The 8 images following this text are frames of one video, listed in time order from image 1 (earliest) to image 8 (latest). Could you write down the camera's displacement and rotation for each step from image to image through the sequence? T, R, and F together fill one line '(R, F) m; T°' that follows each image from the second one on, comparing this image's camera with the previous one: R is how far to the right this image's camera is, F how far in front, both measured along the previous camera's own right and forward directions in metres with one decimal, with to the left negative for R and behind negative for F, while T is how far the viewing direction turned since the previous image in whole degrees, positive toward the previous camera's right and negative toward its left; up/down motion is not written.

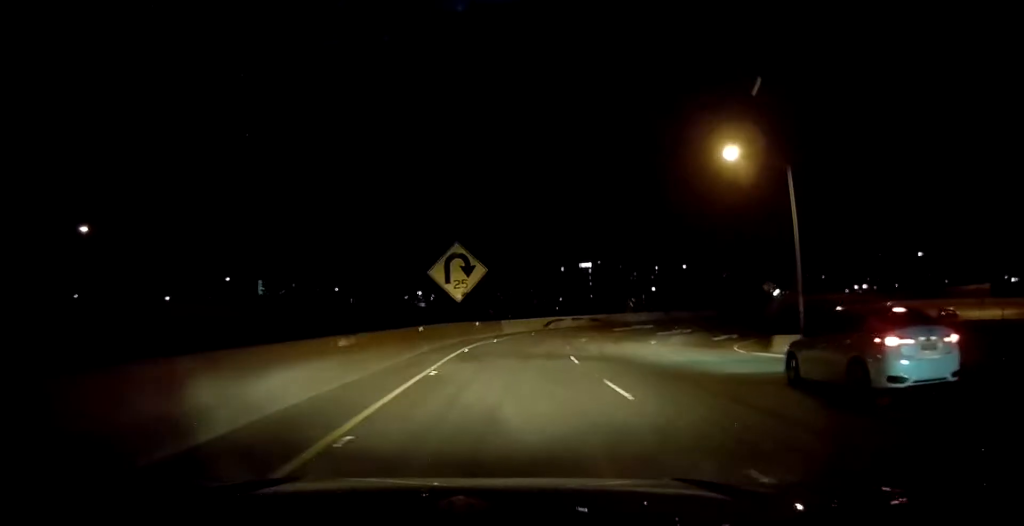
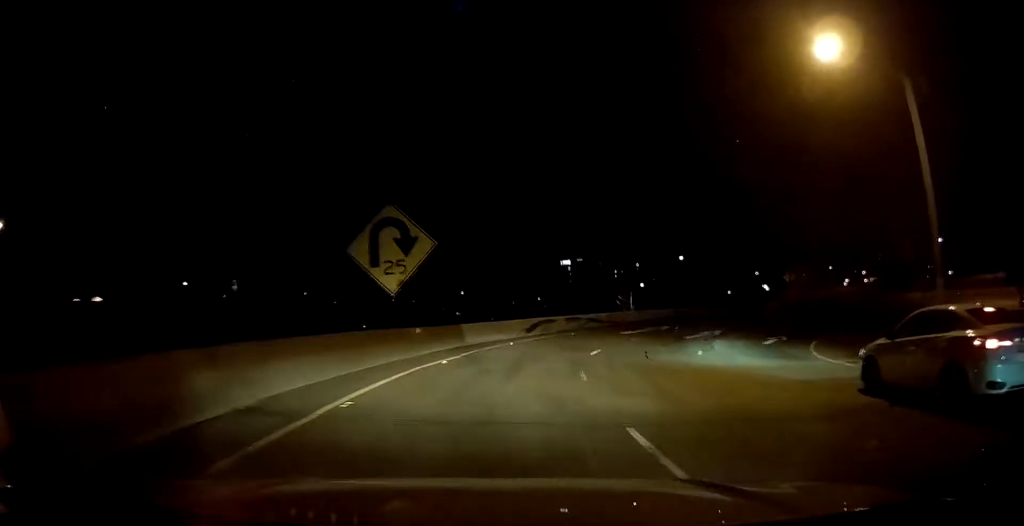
(+0.3, +12.7) m; +2°
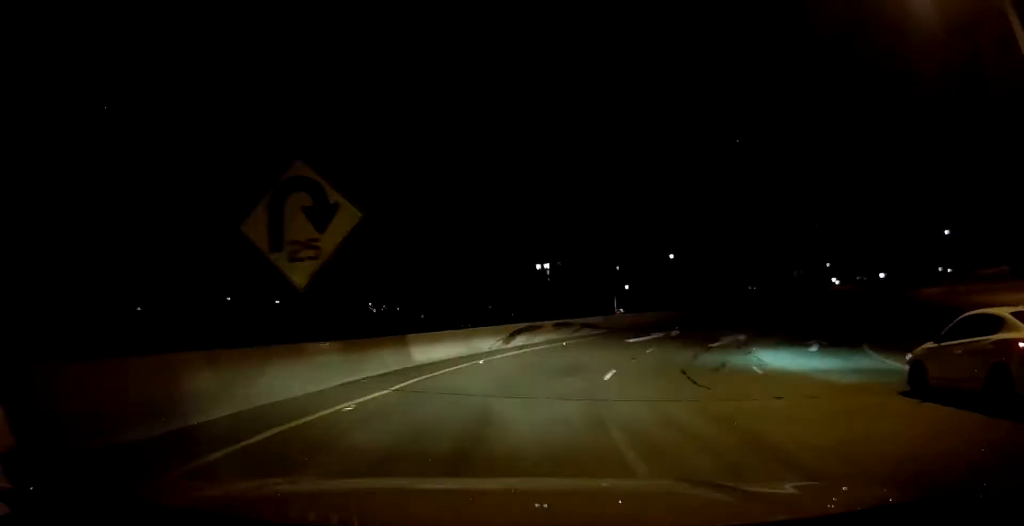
(+0.1, +7.0) m; +2°
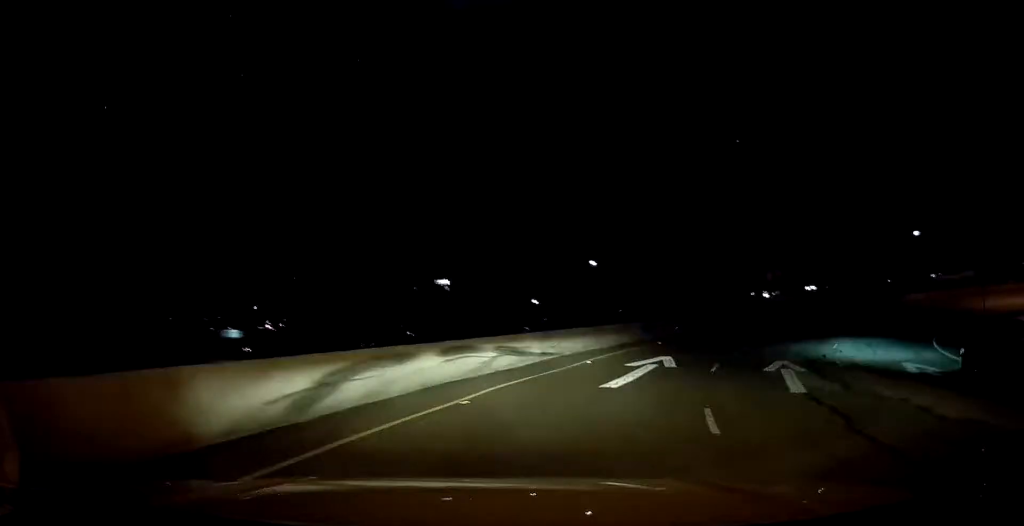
(+0.5, +13.9) m; +8°
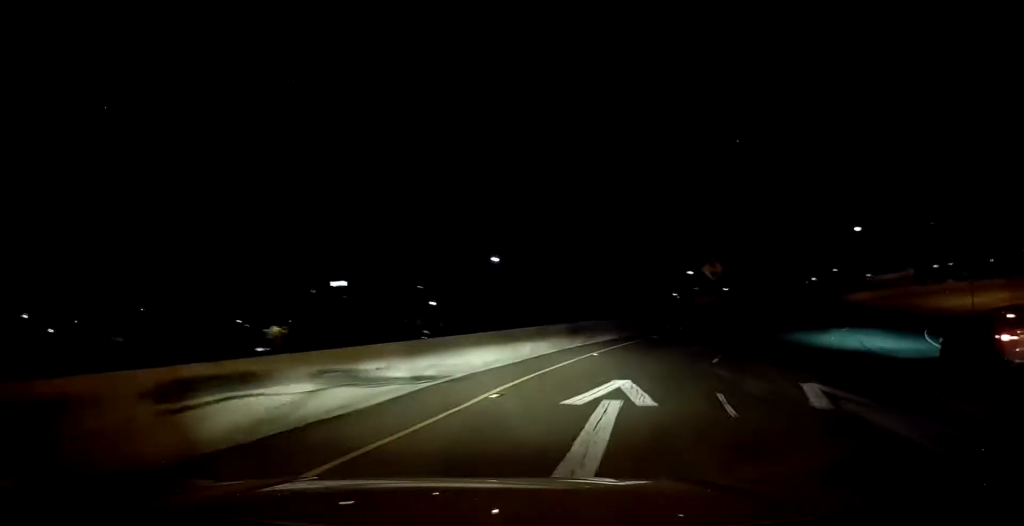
(+0.5, +7.1) m; +9°
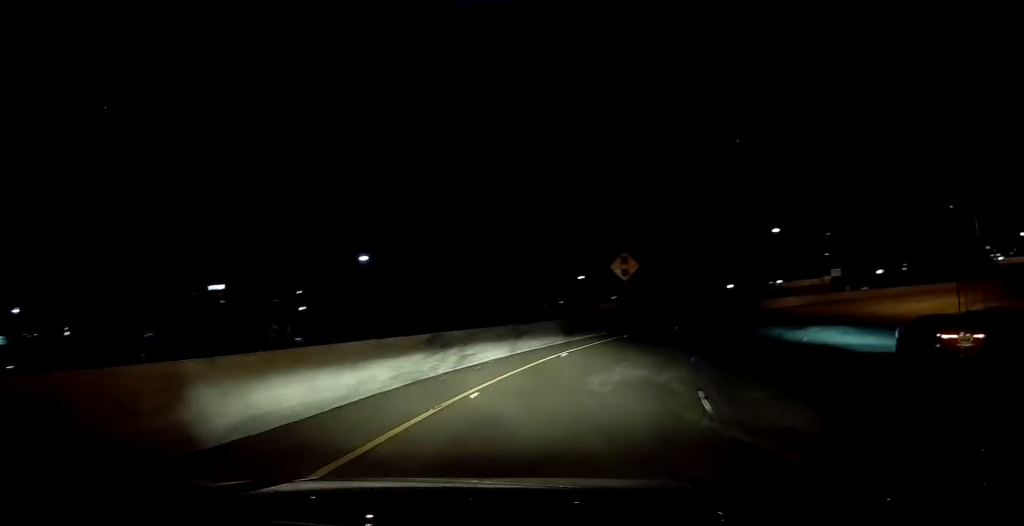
(+0.6, +7.6) m; +12°
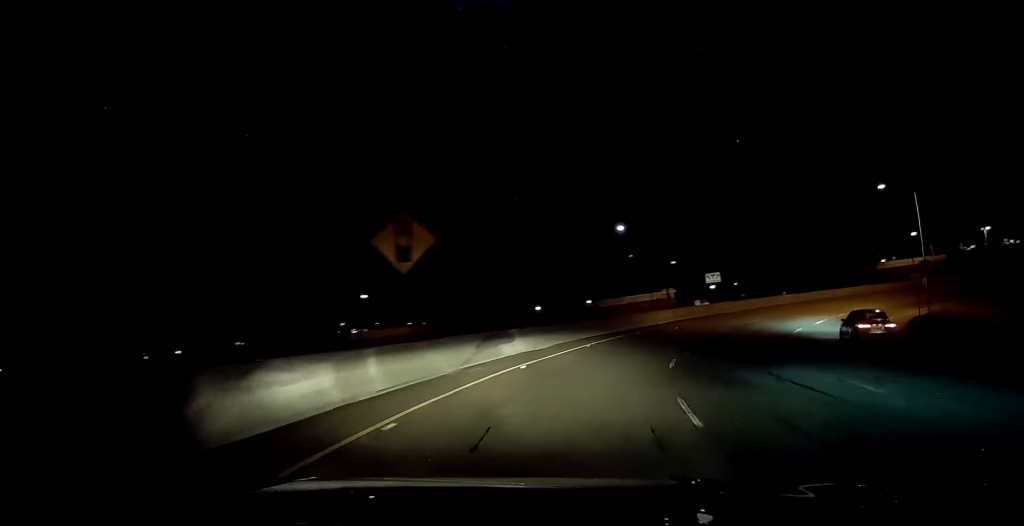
(+4.0, +15.8) m; +22°
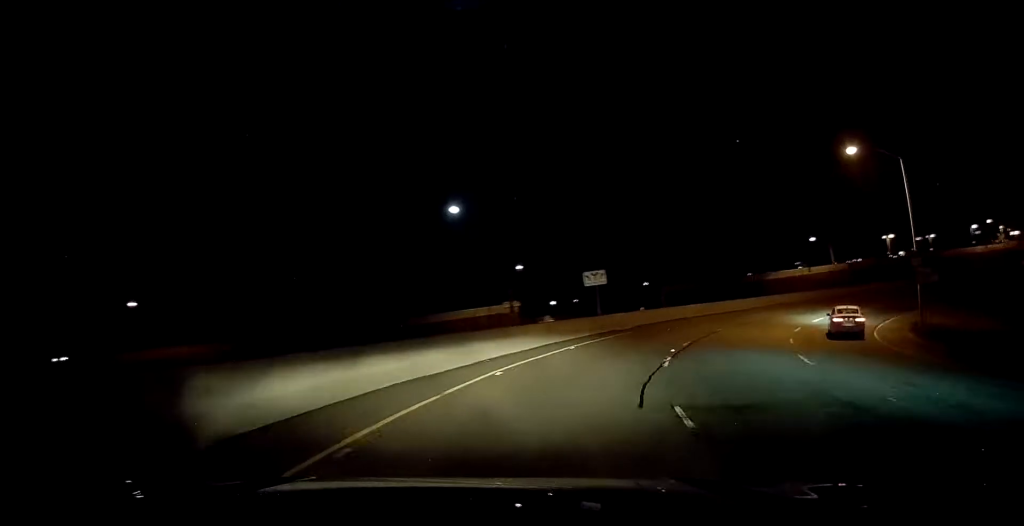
(+1.7, +15.2) m; +17°
